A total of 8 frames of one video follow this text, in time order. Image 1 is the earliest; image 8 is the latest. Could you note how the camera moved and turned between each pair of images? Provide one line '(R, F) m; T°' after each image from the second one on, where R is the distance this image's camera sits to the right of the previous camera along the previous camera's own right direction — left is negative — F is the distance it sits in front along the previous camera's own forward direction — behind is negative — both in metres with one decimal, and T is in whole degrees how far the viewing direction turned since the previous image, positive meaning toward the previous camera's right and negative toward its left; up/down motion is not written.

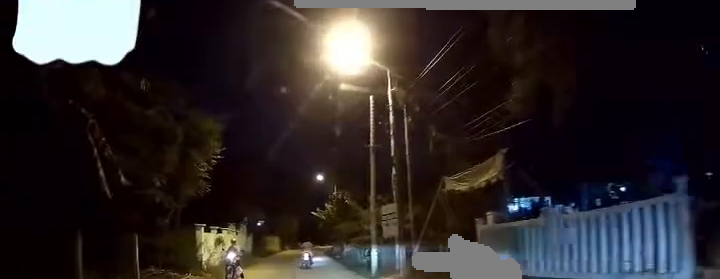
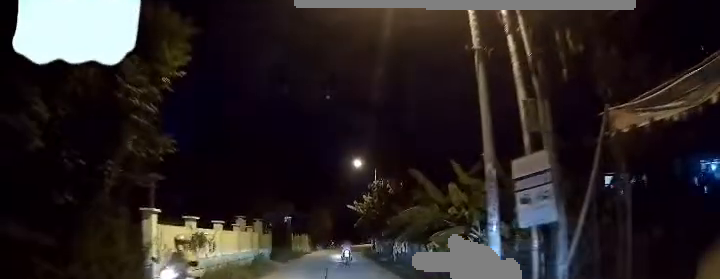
(-0.9, +7.8) m; -6°
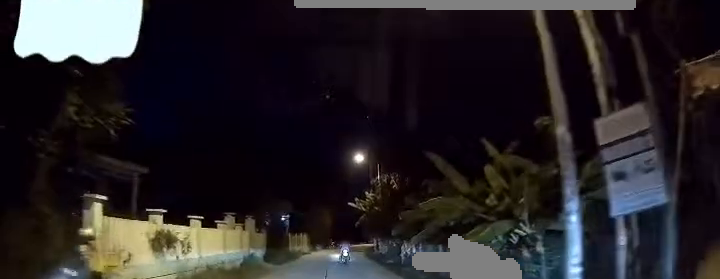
(-0.1, +2.5) m; +4°
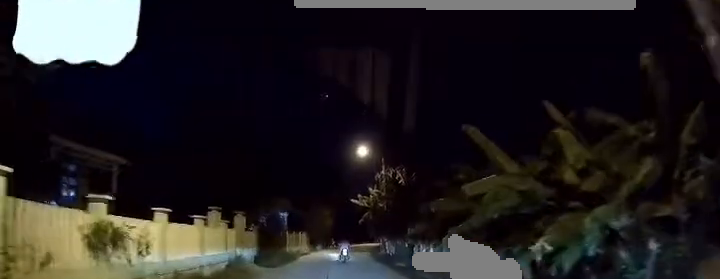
(+0.2, +2.7) m; +4°
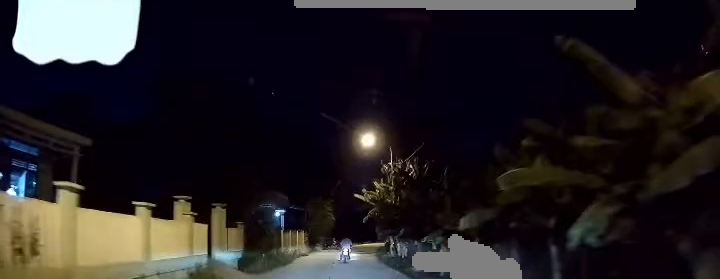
(+0.1, +4.0) m; -1°
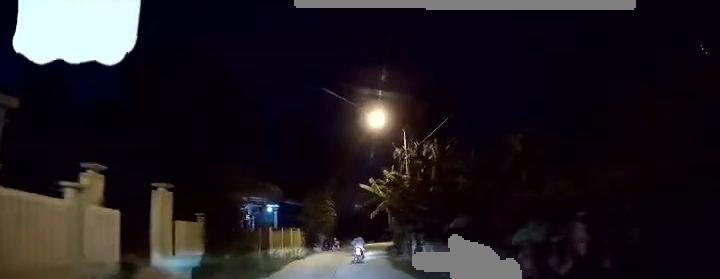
(-0.4, +5.6) m; -6°
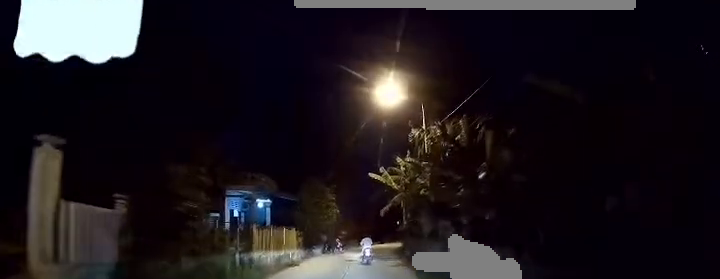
(-0.1, +4.7) m; +4°
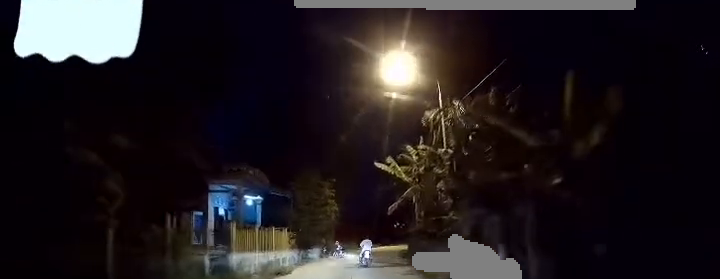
(+0.3, +3.5) m; +4°
